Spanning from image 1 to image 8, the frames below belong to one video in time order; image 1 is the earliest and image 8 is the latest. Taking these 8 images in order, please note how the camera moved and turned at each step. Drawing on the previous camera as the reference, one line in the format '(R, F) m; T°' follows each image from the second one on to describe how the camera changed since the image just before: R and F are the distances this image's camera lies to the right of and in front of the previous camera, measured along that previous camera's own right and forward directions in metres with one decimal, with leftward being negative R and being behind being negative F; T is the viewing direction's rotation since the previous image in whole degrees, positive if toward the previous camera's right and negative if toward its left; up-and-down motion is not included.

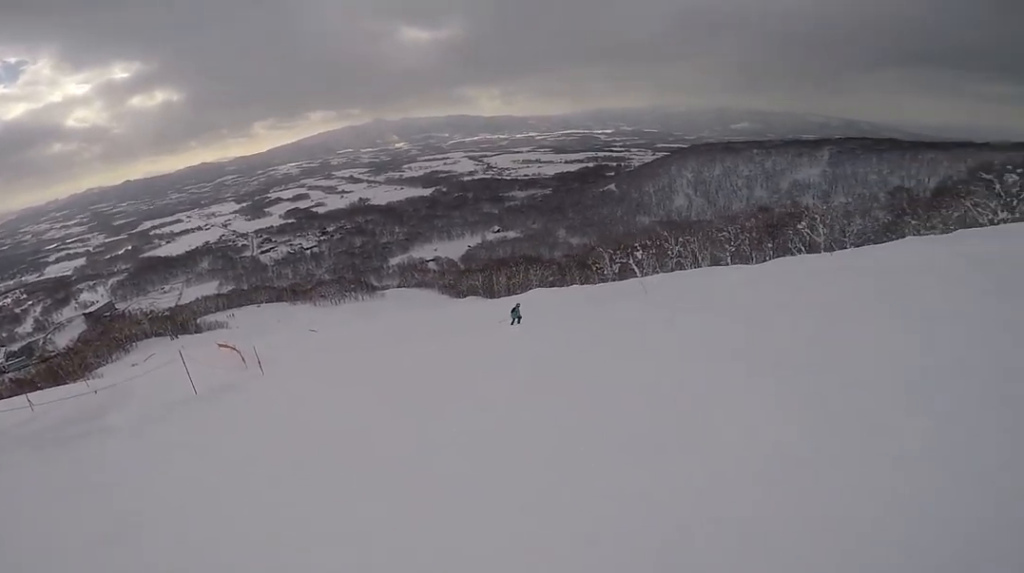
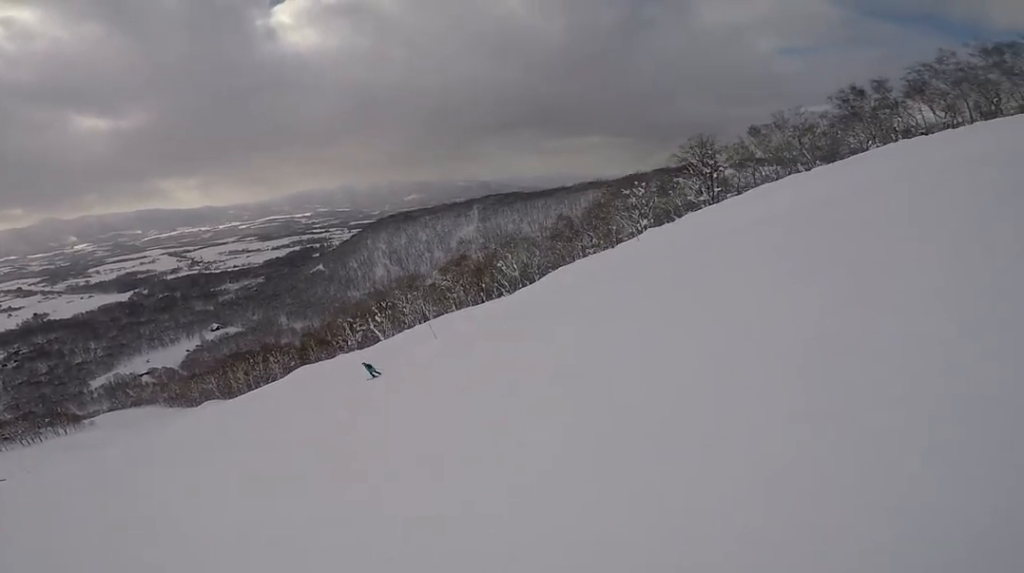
(+2.3, +6.3) m; +51°
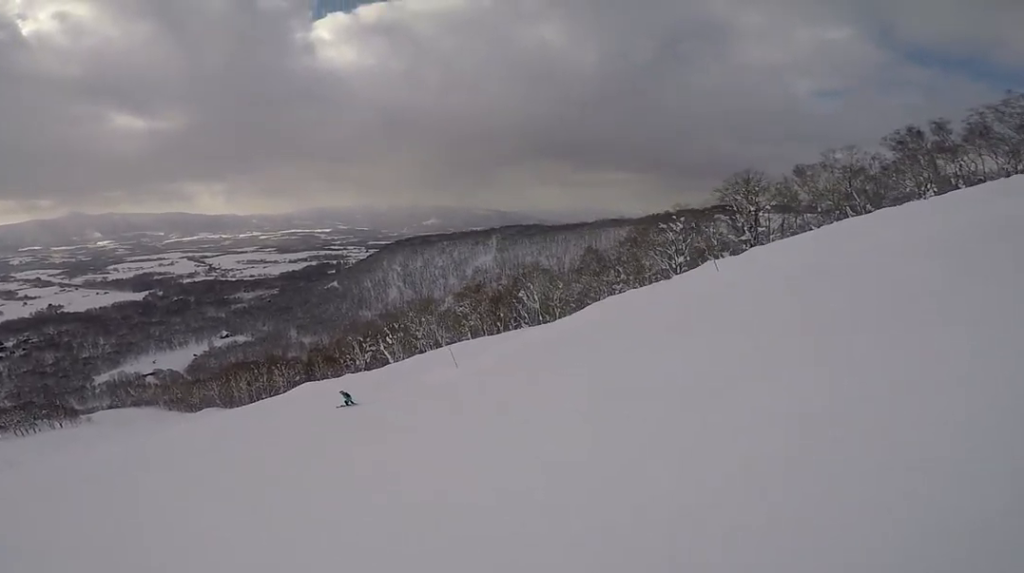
(+0.8, +3.1) m; +20°
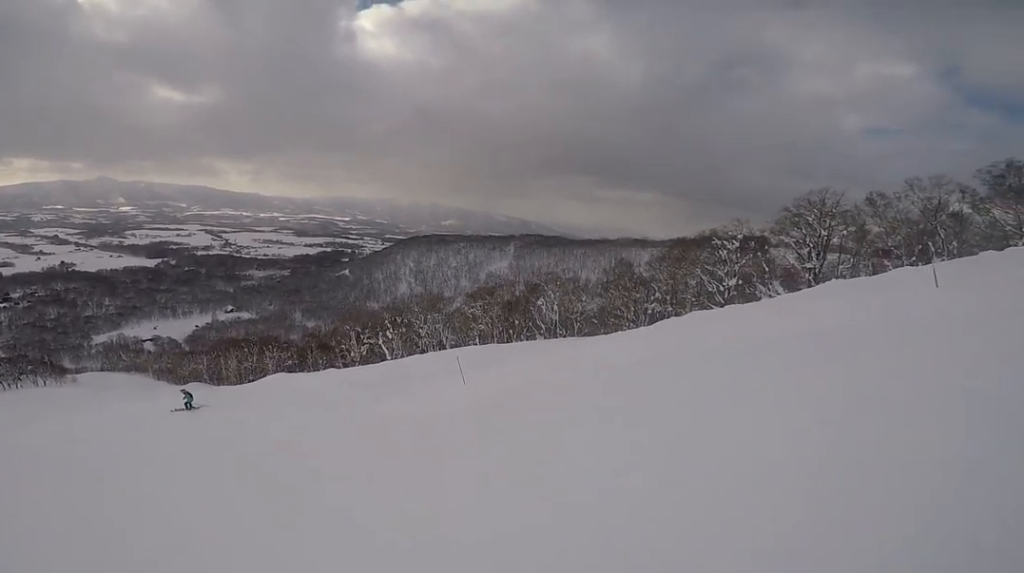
(+2.2, +7.3) m; +14°
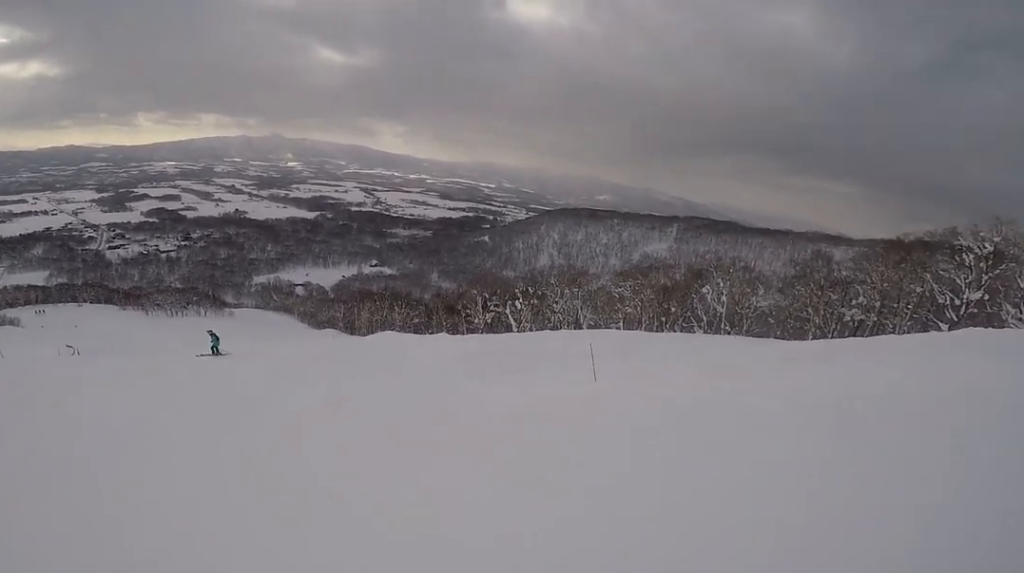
(-0.6, +4.6) m; -11°
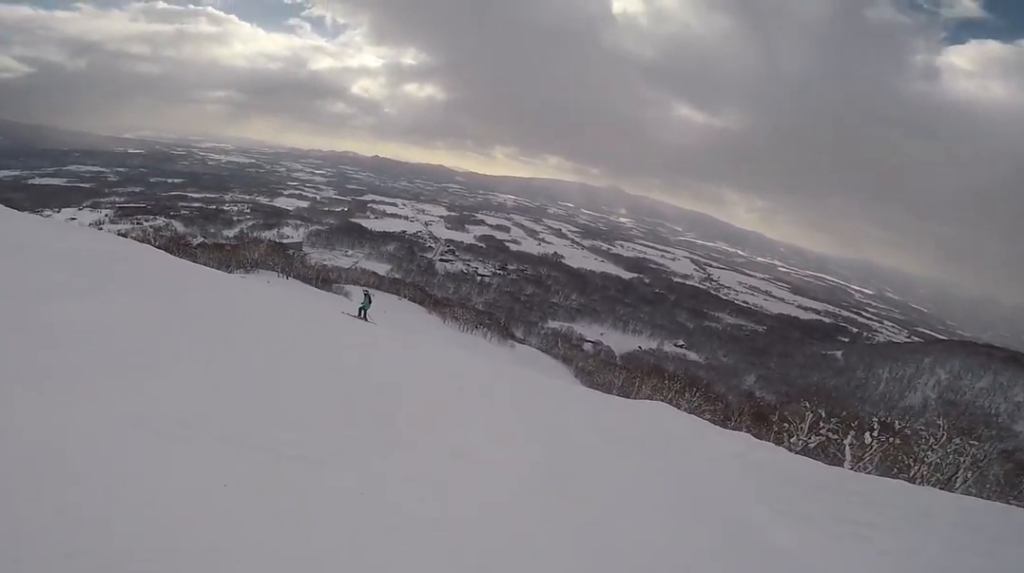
(-0.9, +6.1) m; -22°
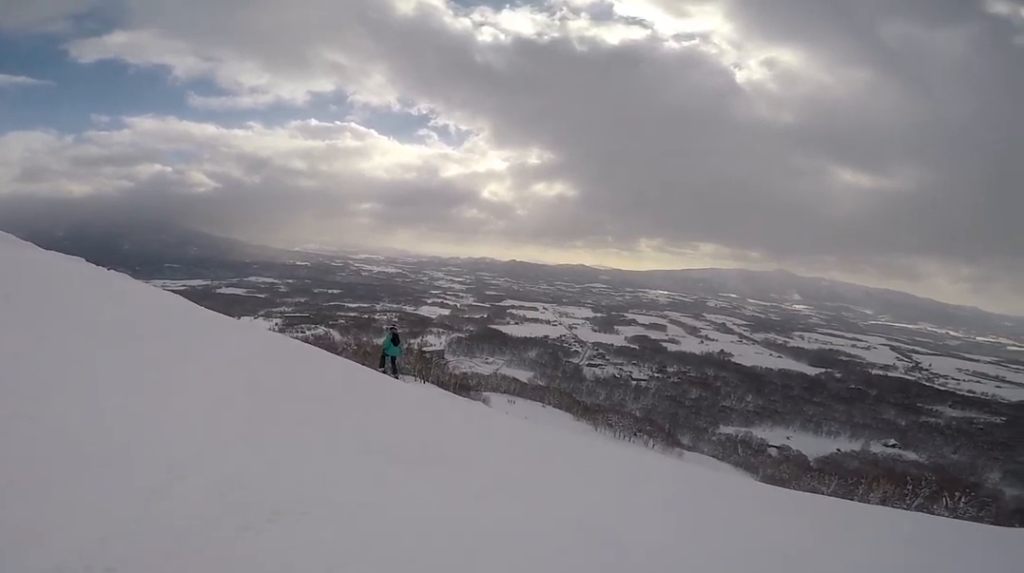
(-2.4, +7.2) m; -43°
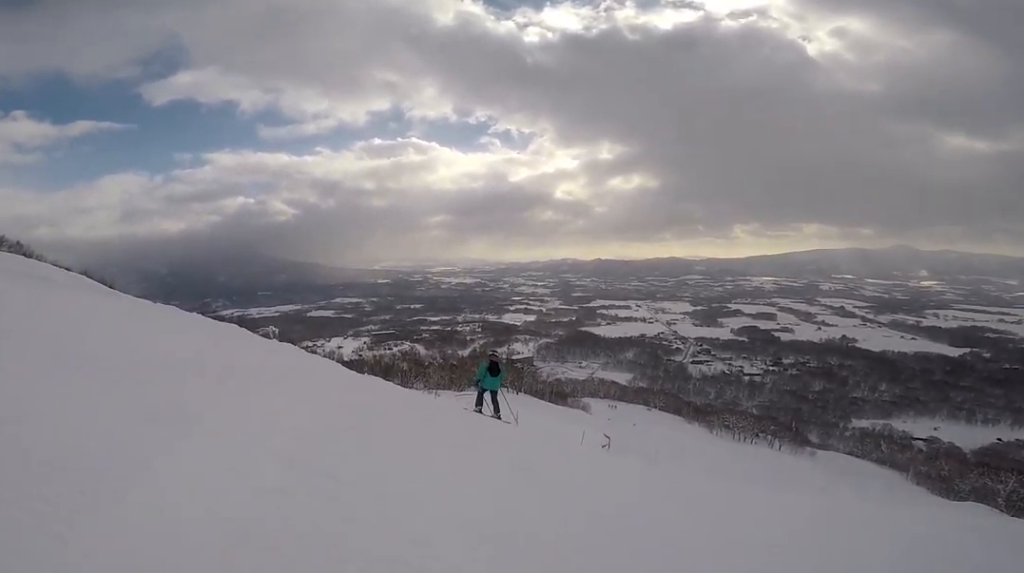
(-1.0, +3.2) m; -14°
